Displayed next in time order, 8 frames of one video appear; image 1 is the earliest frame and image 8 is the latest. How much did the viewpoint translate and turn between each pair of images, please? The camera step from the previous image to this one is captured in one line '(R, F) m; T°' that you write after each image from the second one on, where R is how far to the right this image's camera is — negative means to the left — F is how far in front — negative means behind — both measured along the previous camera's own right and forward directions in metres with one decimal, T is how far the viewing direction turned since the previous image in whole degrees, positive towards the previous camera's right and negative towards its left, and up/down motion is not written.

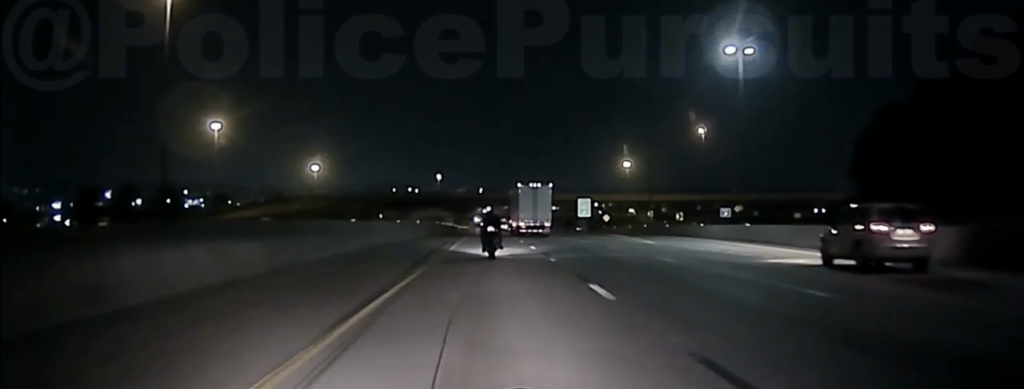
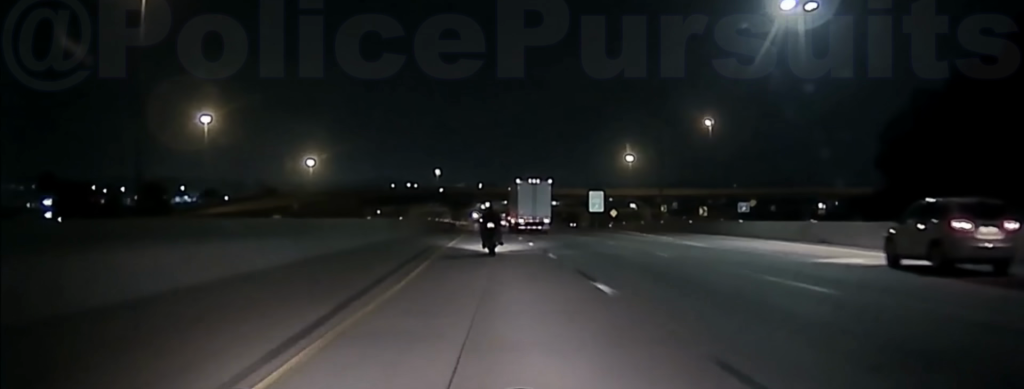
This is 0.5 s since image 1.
(-0.1, +13.5) m; 0°
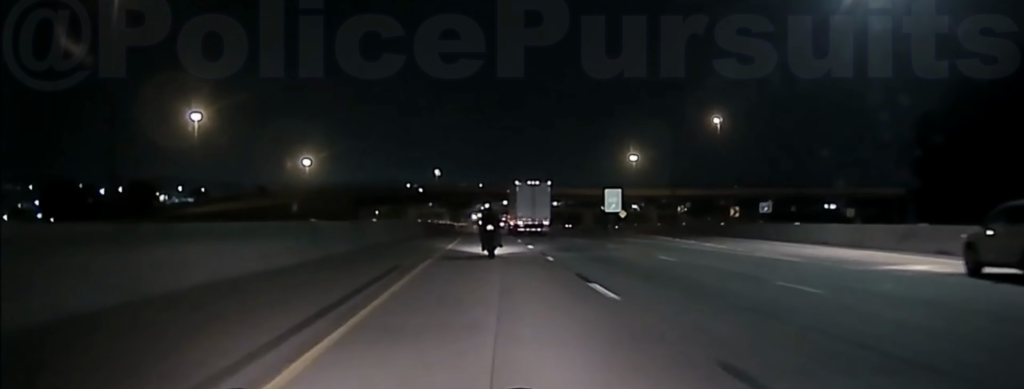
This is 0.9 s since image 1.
(0.0, +12.5) m; 0°
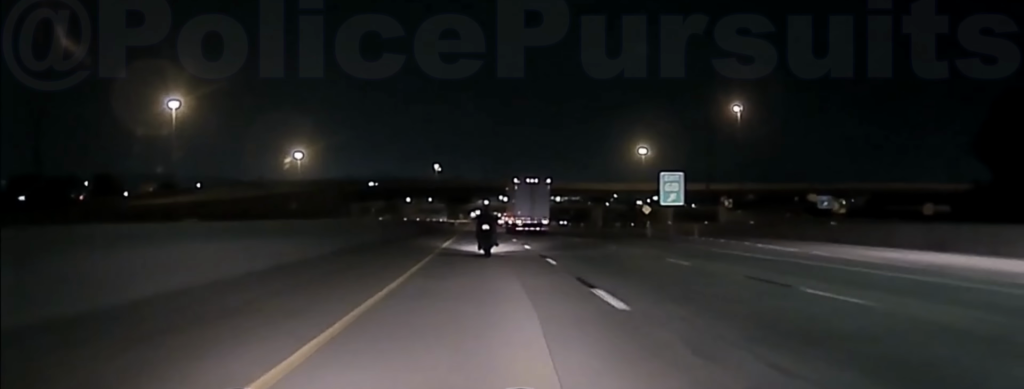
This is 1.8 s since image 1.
(0.0, +25.1) m; 0°
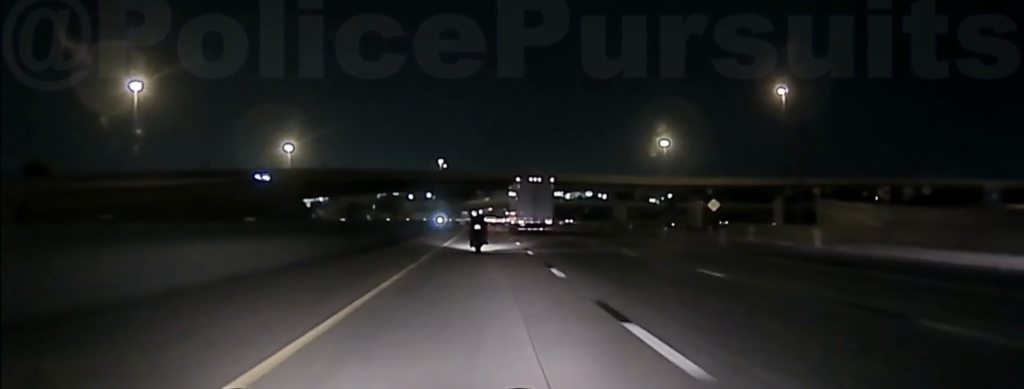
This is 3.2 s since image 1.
(0.0, +41.7) m; -1°
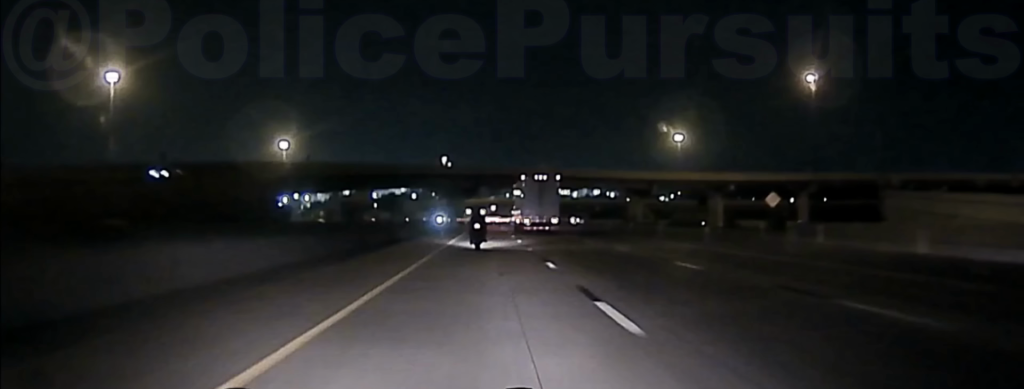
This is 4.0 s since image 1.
(-0.2, +22.8) m; 0°
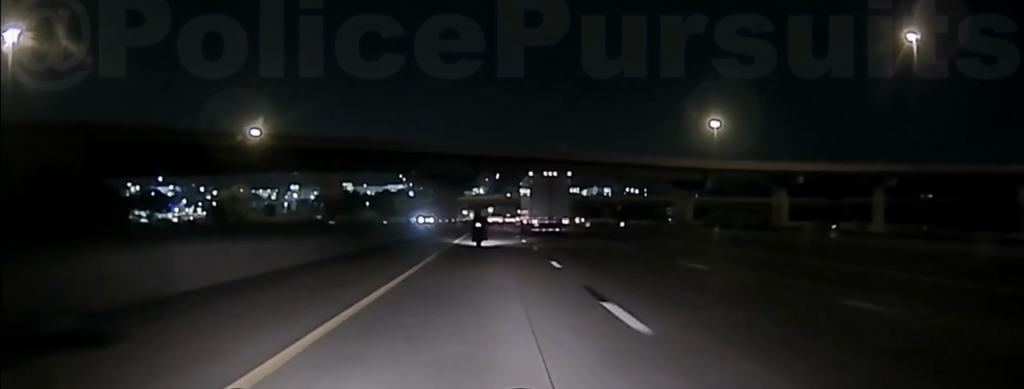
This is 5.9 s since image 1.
(+0.1, +60.3) m; 0°
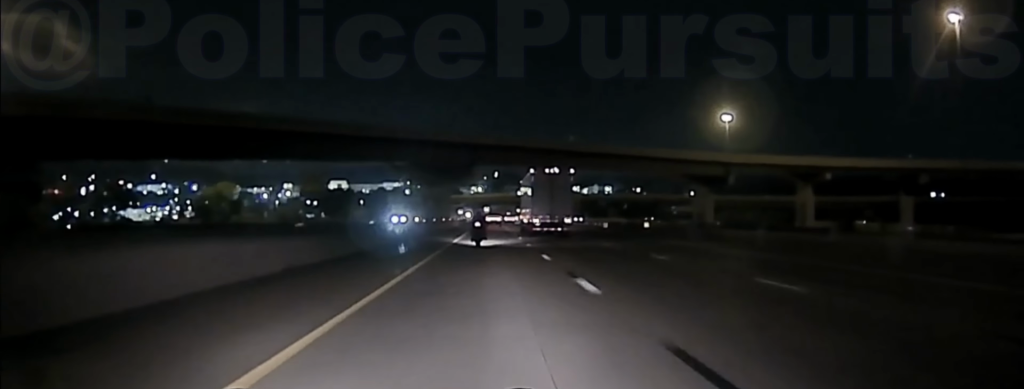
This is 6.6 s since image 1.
(-0.1, +19.8) m; 0°
